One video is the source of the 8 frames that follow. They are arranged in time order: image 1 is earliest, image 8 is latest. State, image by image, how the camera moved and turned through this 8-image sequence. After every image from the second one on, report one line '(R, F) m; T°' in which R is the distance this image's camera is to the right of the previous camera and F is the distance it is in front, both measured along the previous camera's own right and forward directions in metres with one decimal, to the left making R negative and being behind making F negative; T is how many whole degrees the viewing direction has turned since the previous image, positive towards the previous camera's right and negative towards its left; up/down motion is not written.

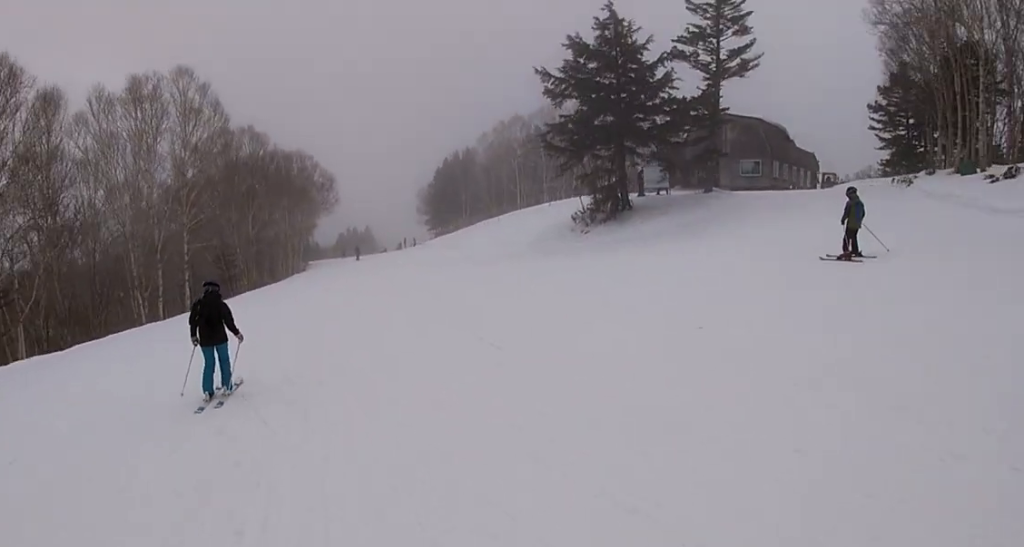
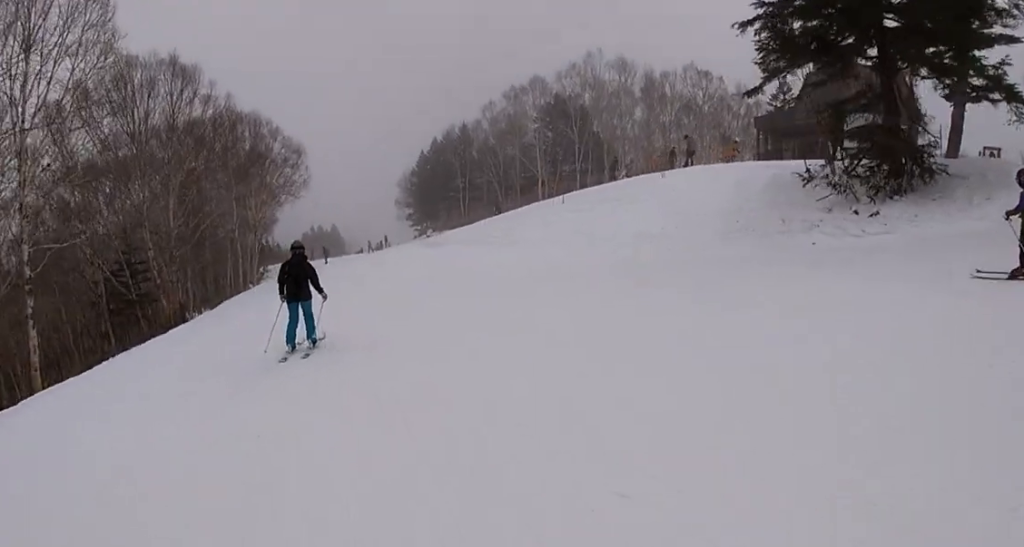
(+2.9, +17.4) m; +12°
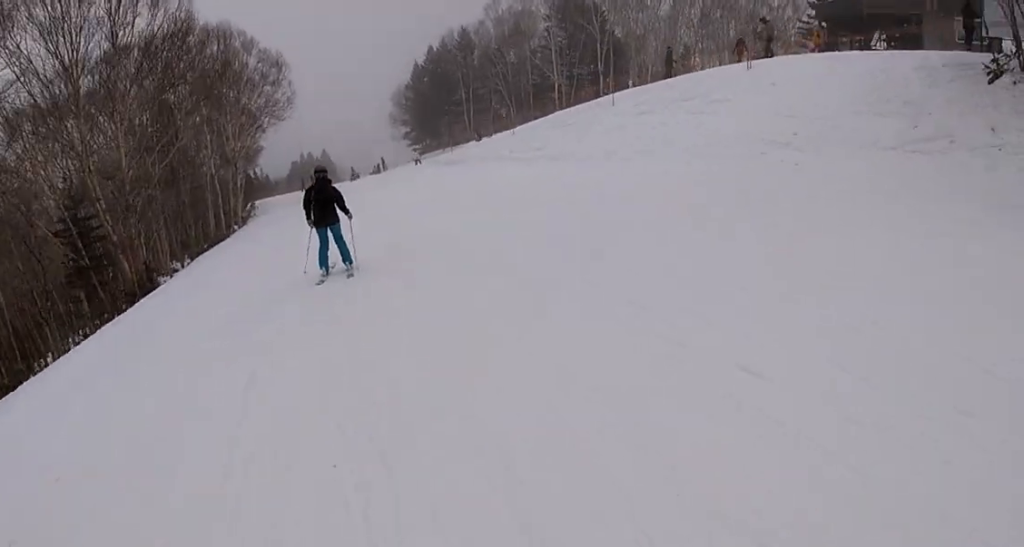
(0.0, +6.0) m; 0°
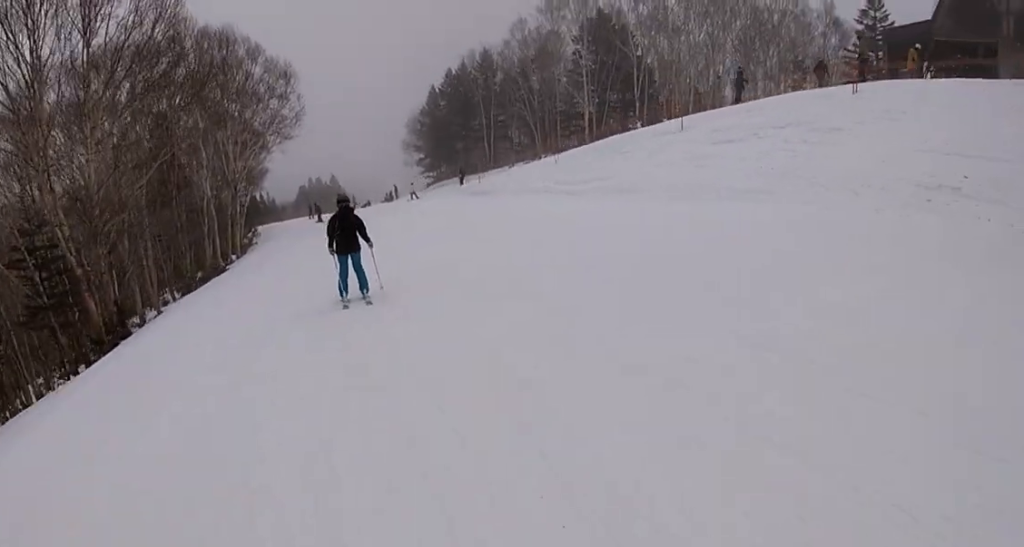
(0.0, +4.7) m; -1°
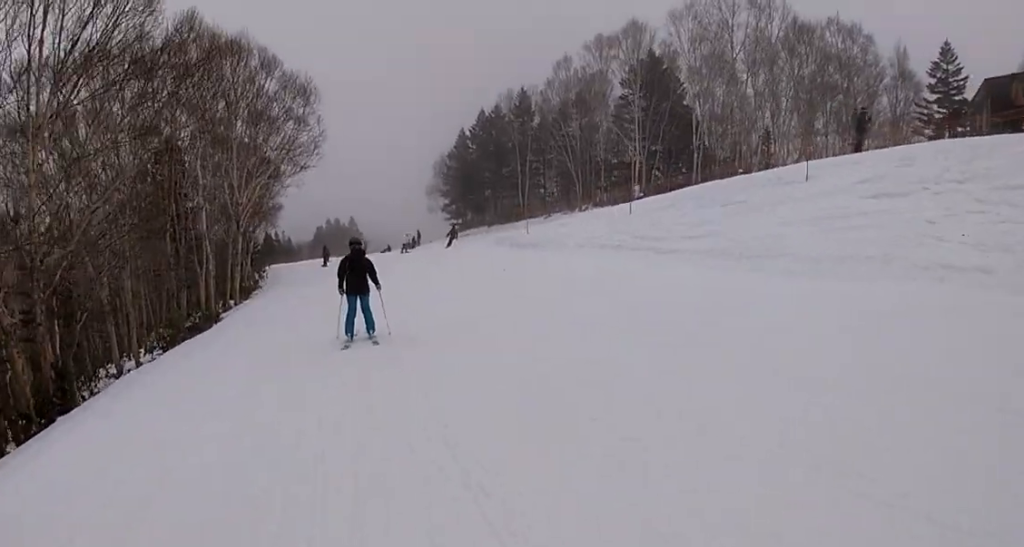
(0.0, +5.7) m; -2°
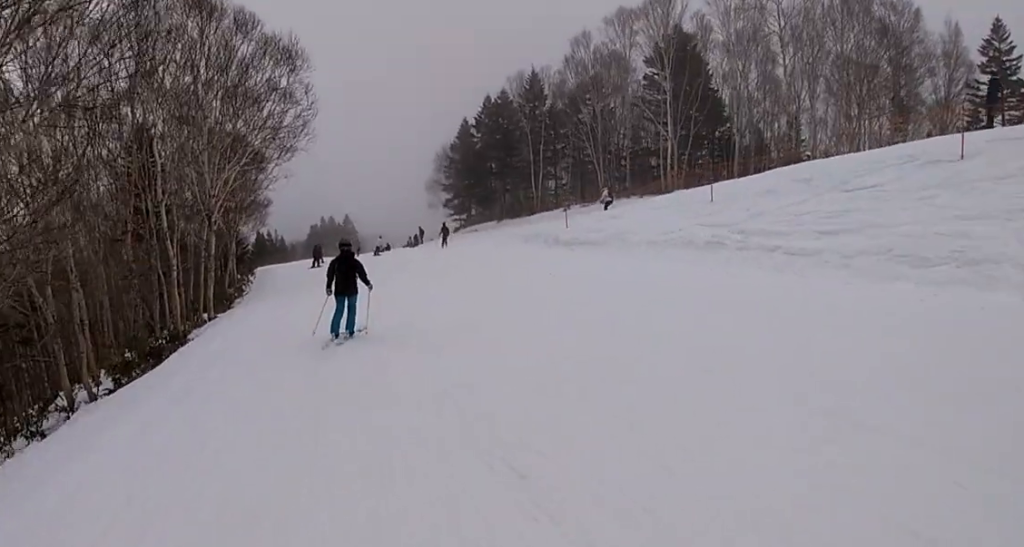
(-0.2, +5.5) m; 0°
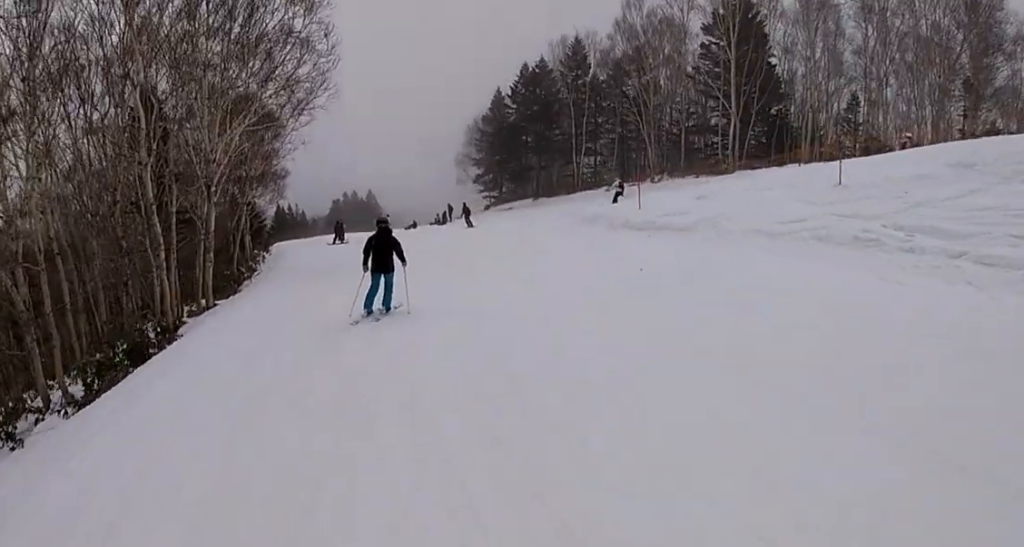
(-0.1, +4.0) m; 0°
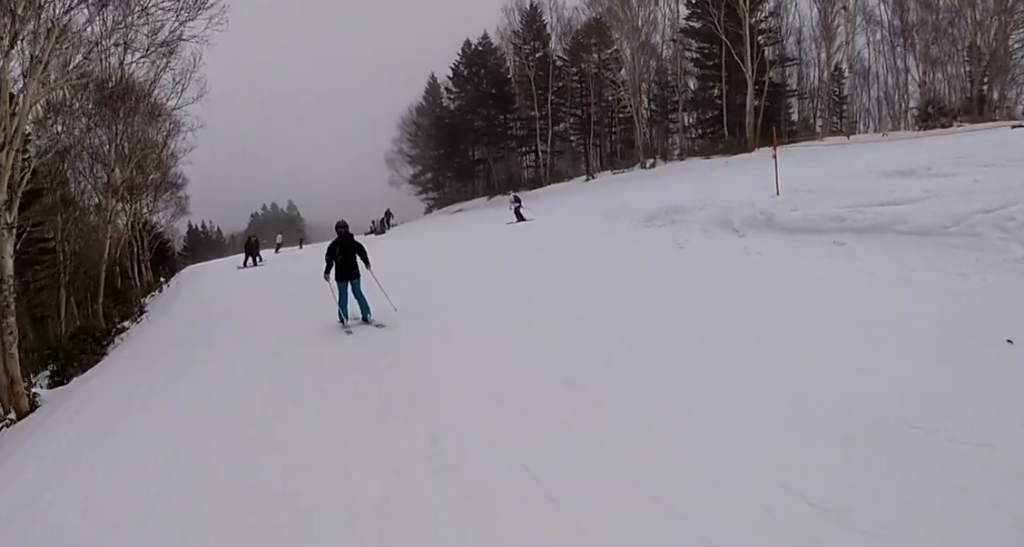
(+0.4, +8.7) m; +3°
